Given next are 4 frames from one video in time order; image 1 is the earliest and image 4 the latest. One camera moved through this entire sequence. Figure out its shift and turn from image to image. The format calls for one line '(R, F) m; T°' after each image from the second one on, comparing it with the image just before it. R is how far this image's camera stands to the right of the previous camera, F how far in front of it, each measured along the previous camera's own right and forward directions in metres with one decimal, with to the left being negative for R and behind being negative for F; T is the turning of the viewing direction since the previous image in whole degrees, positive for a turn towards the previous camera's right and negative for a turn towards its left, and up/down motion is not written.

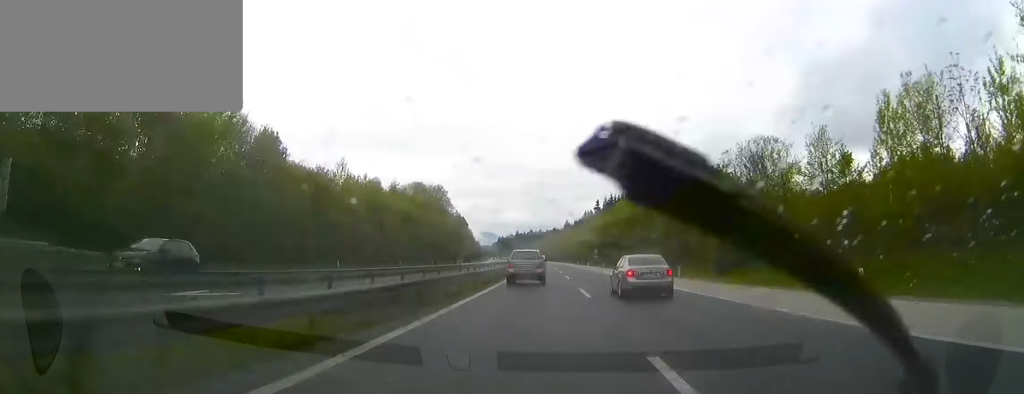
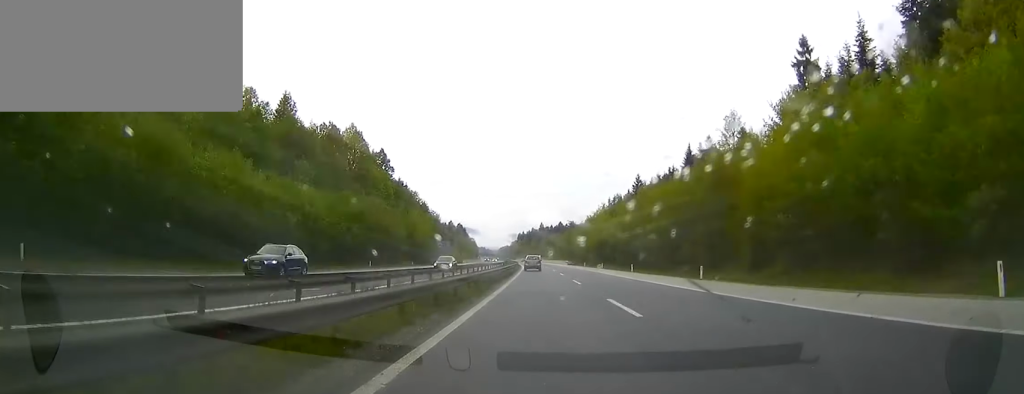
(-5.0, +205.0) m; -3°
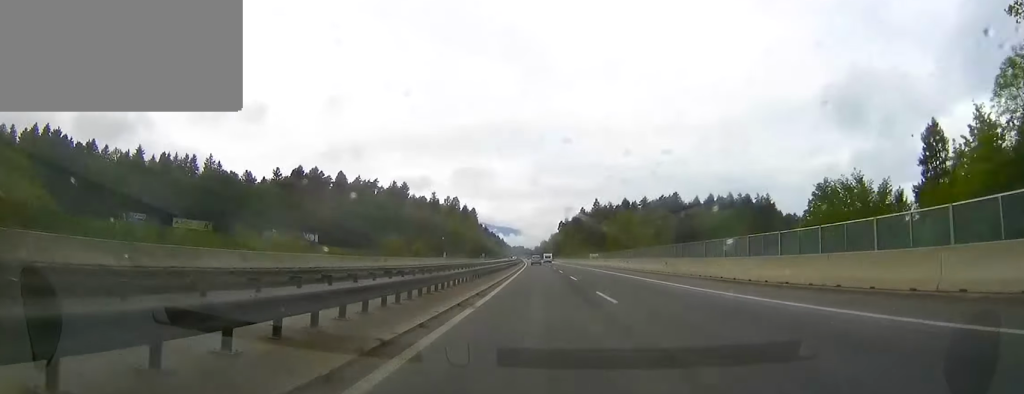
(-9.5, +229.9) m; -3°
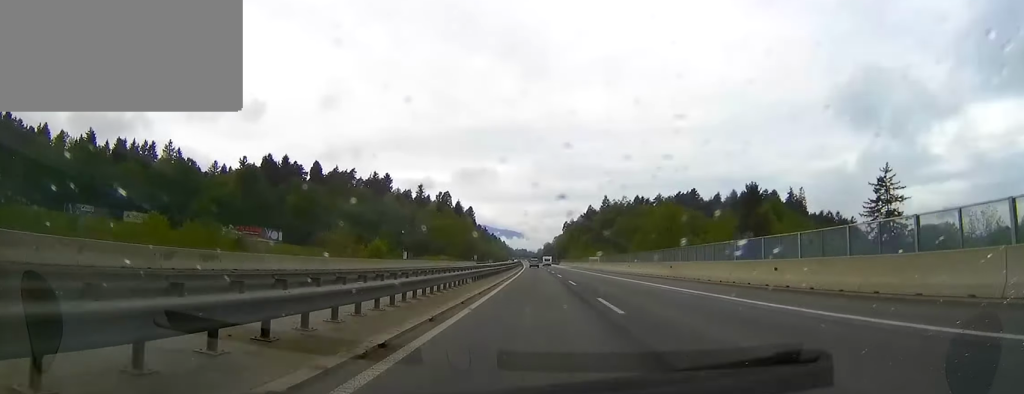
(+0.1, +38.4) m; 0°
